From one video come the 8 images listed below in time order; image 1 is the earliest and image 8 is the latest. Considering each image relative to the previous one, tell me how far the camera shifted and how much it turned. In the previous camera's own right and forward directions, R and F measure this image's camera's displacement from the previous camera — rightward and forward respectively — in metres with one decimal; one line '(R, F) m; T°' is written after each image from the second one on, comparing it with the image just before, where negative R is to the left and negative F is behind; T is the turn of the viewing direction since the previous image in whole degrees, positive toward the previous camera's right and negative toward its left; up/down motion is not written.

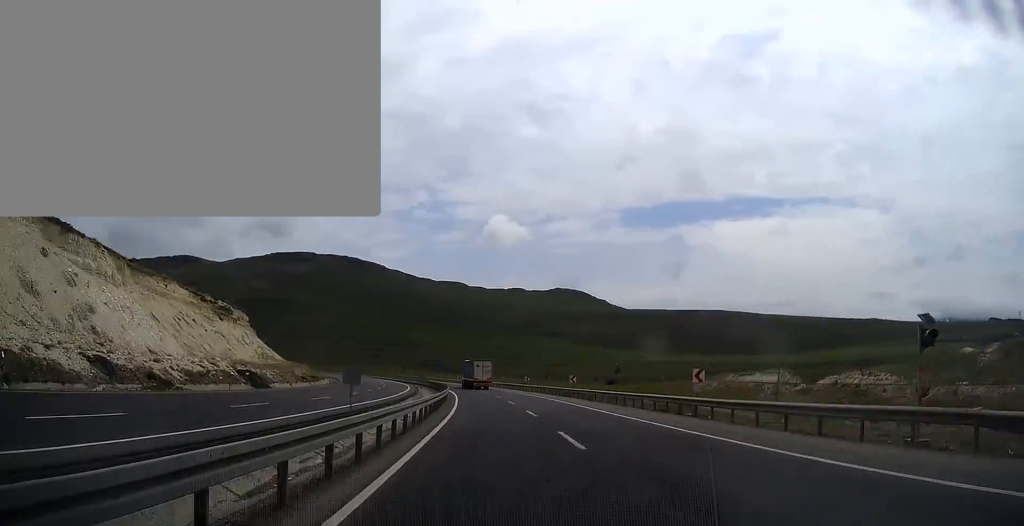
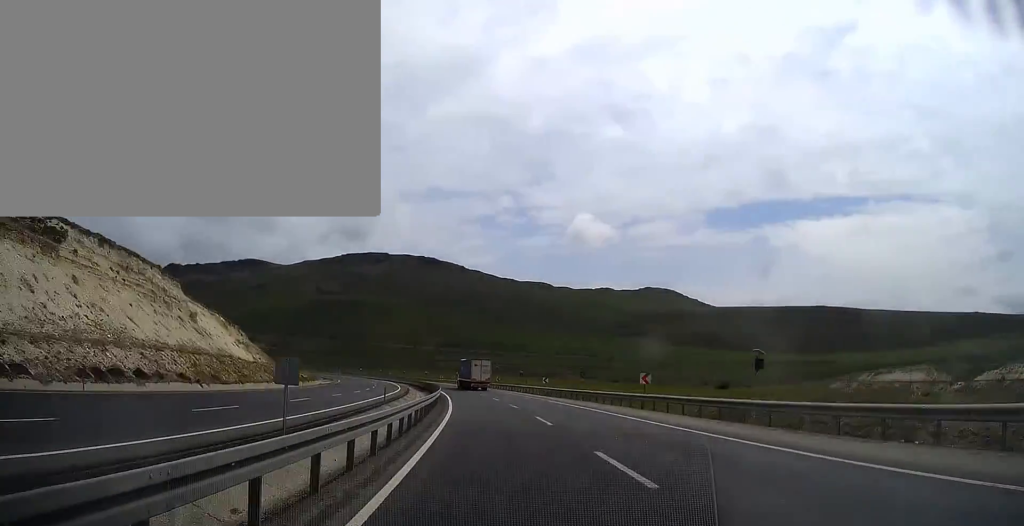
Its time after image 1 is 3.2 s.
(-3.1, +77.4) m; -9°
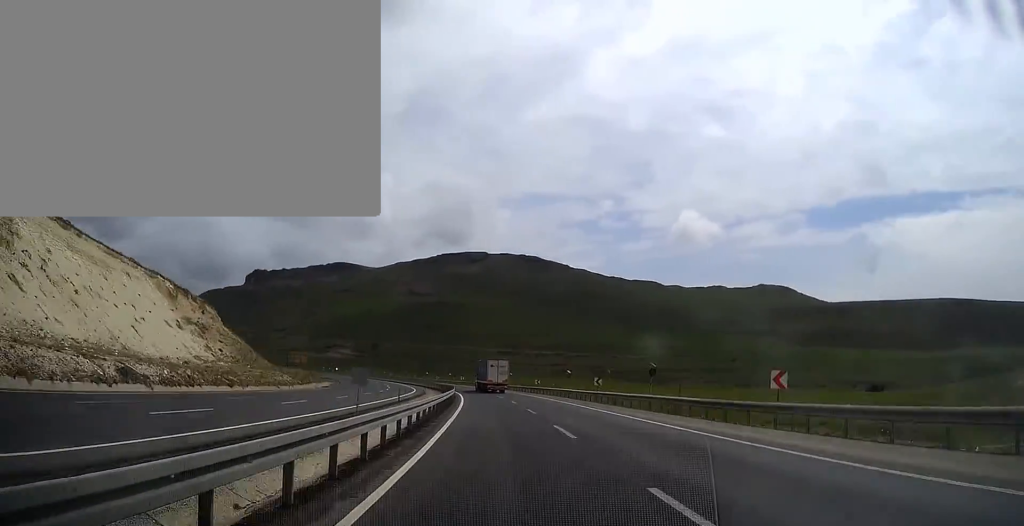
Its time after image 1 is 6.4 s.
(-9.3, +76.3) m; -9°
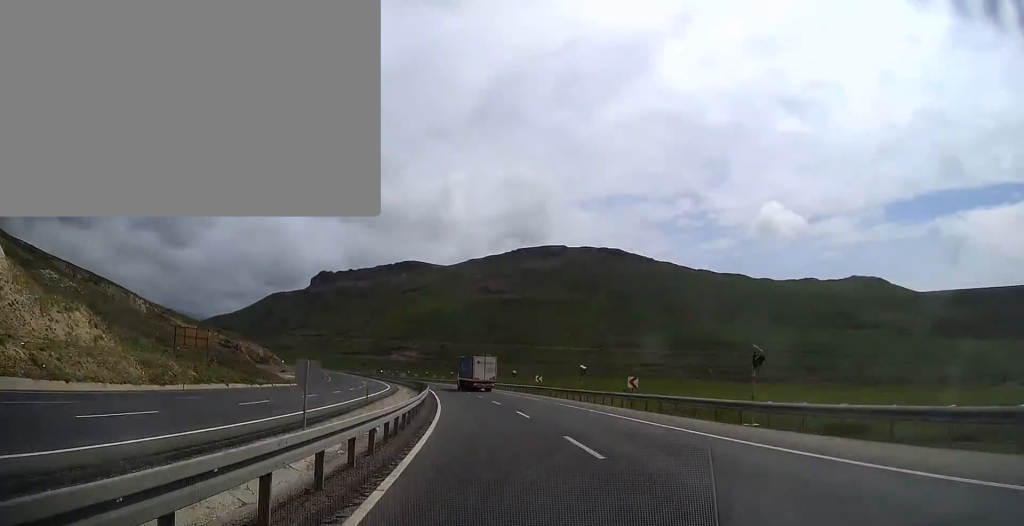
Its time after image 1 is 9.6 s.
(-2.0, +77.4) m; -9°
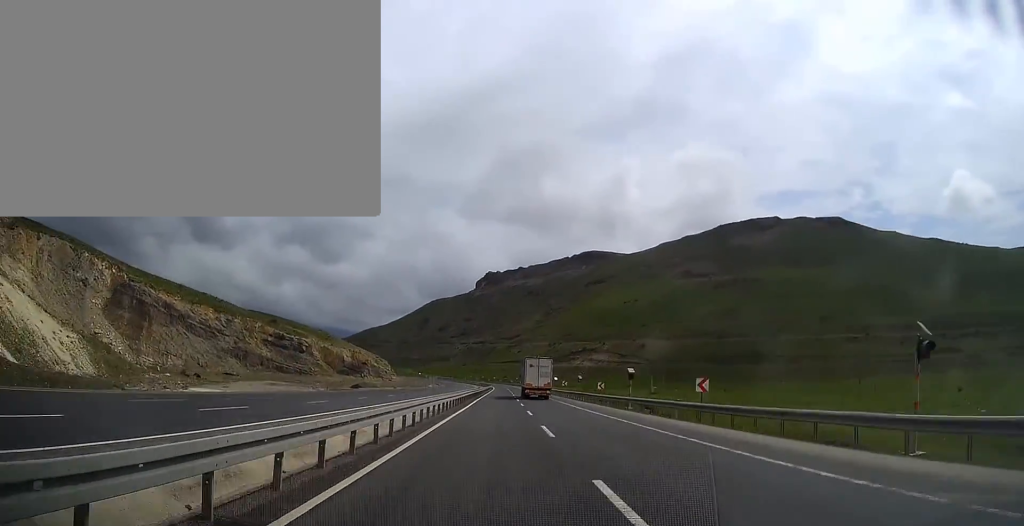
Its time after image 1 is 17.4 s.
(-28.1, +186.5) m; -11°
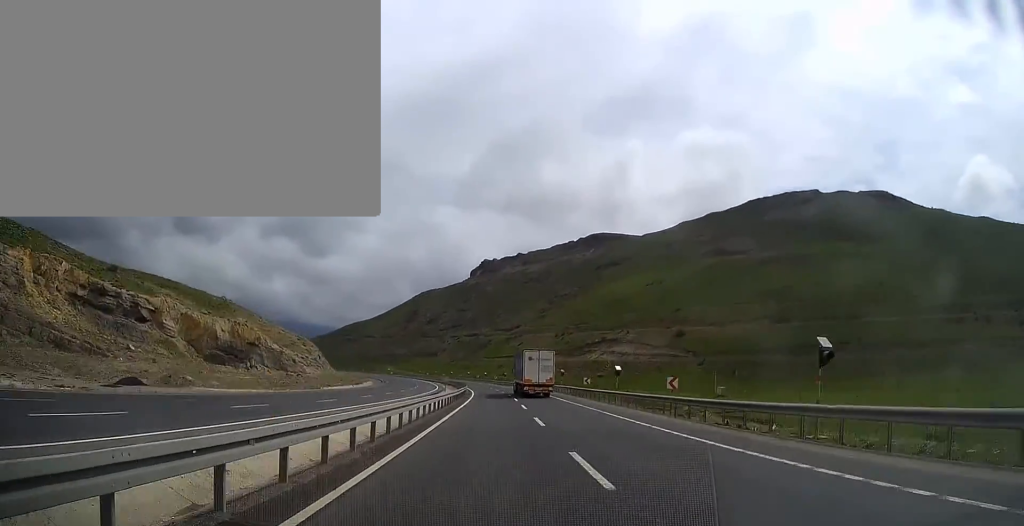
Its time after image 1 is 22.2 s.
(-2.0, +116.2) m; -4°
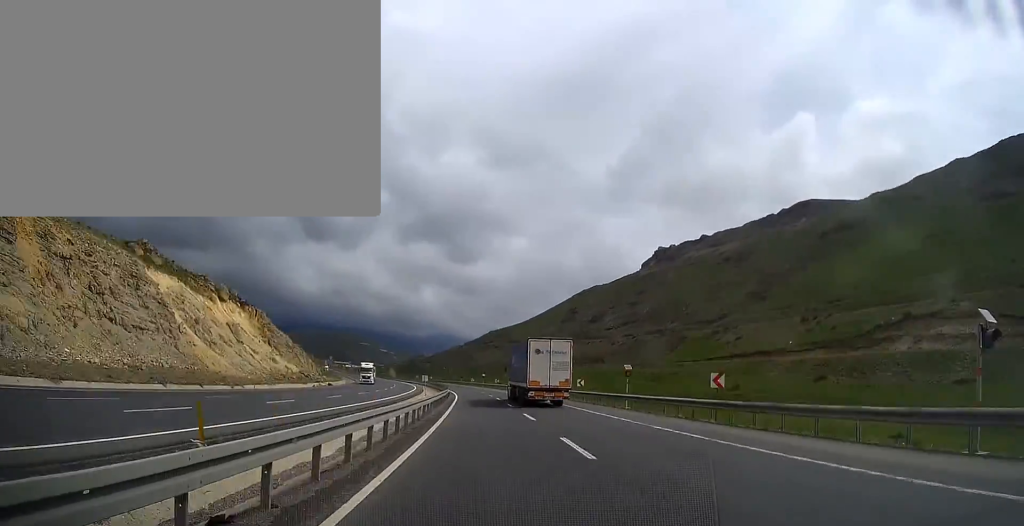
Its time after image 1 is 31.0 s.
(-24.4, +209.0) m; -14°
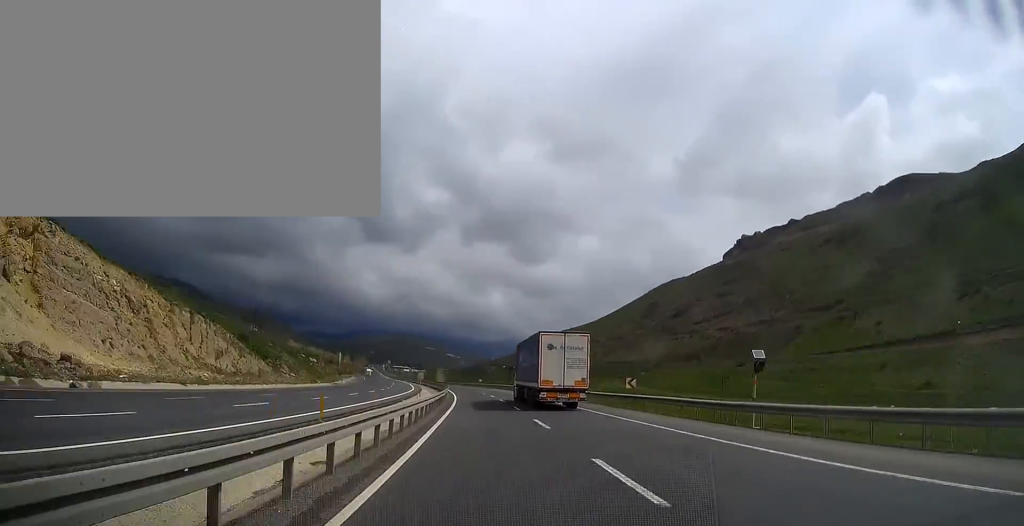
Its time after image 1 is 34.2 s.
(-1.4, +76.1) m; -6°
